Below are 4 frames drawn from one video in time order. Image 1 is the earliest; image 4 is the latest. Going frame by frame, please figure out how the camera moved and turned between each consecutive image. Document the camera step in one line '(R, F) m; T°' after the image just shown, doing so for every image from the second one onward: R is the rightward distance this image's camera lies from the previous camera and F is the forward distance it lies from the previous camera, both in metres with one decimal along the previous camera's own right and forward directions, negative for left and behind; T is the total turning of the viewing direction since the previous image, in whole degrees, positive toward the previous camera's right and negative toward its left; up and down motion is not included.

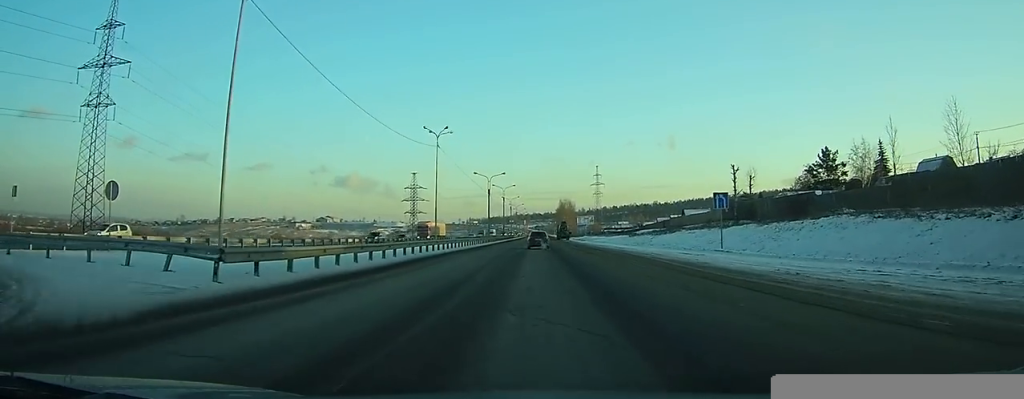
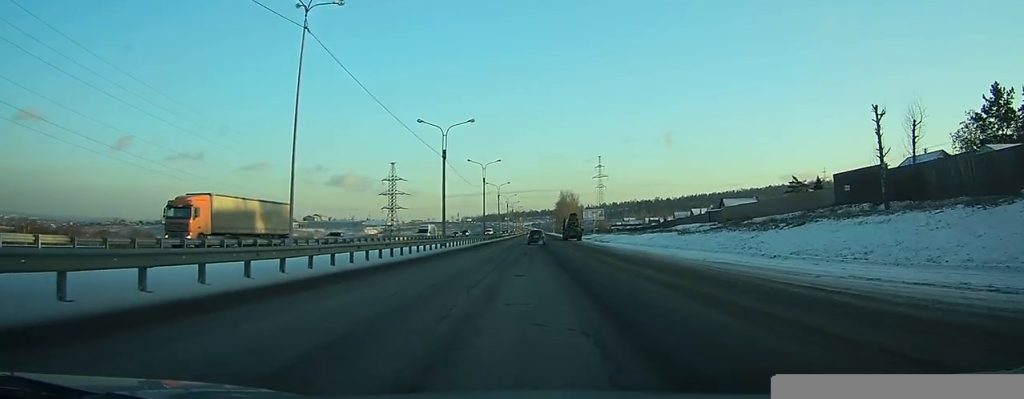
(0.0, +39.9) m; 0°
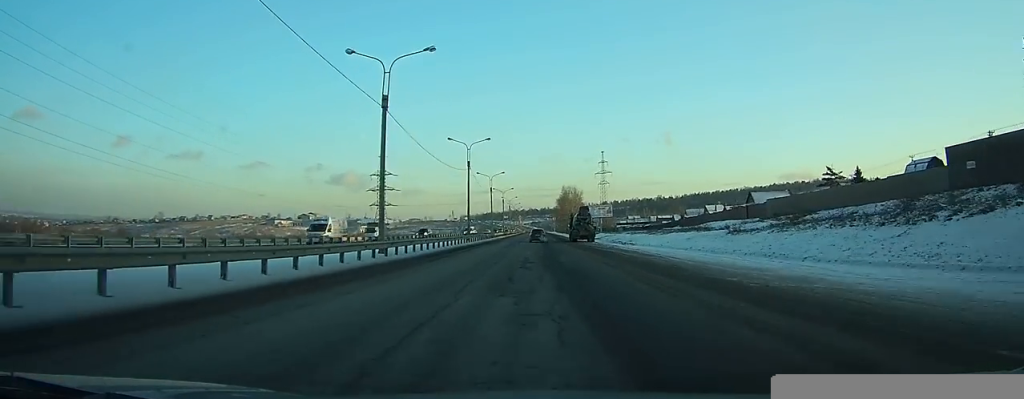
(0.0, +18.6) m; 0°
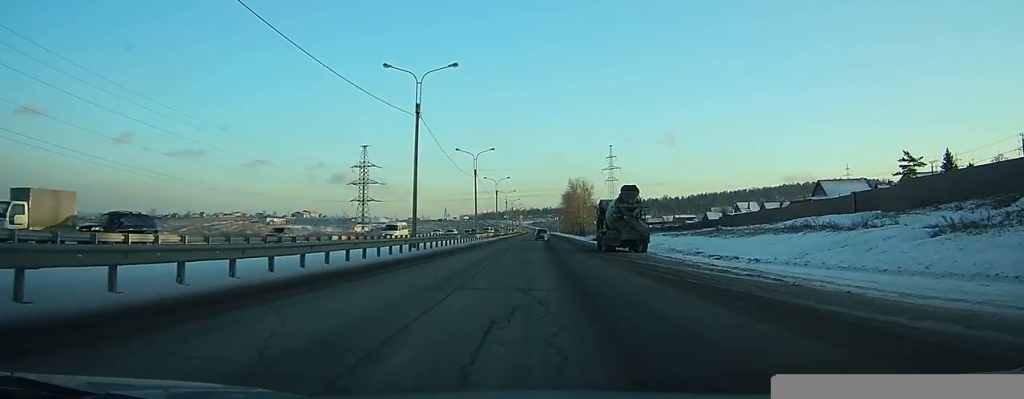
(+0.1, +29.2) m; +1°
